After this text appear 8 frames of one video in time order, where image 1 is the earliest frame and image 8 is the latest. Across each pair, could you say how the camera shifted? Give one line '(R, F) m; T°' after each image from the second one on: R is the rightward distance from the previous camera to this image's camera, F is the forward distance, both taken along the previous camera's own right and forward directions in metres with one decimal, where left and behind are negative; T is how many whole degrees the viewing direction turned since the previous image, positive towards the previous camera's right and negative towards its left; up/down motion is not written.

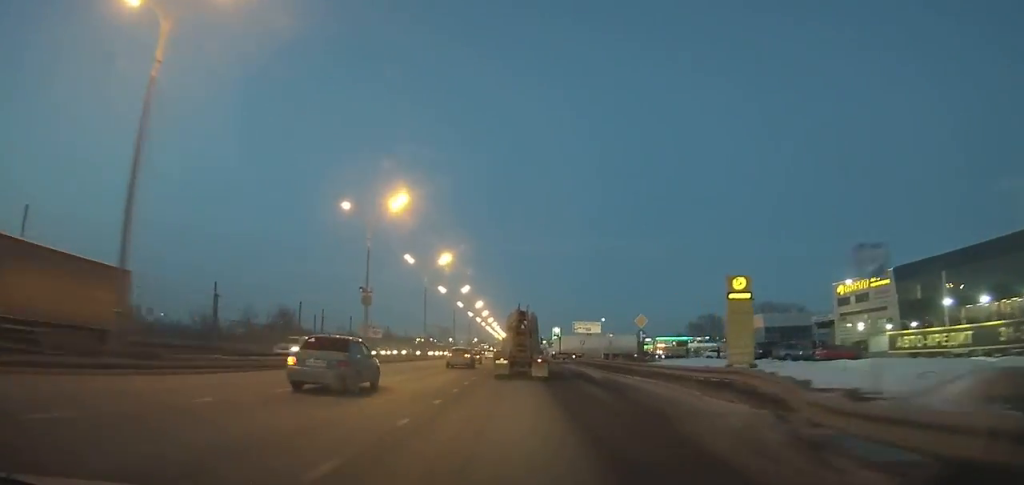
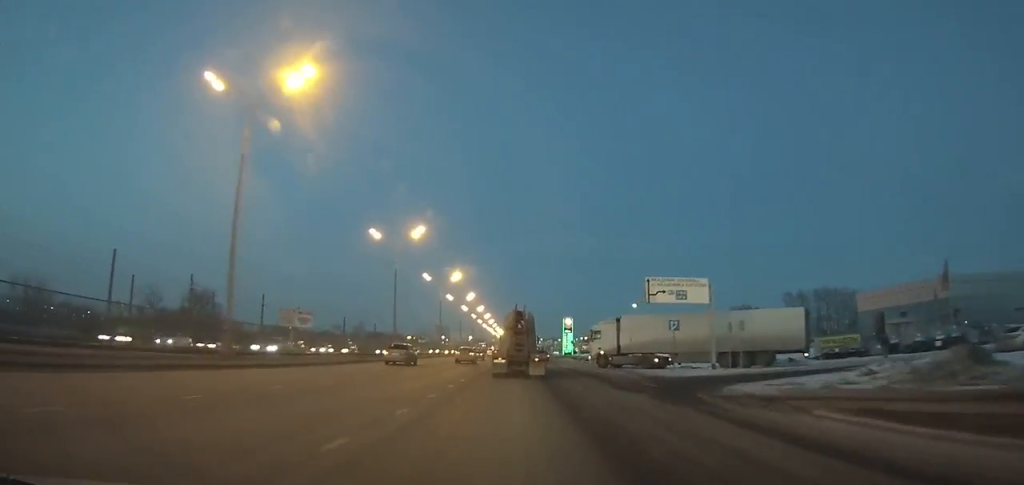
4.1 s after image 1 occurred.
(+0.5, +52.4) m; 0°
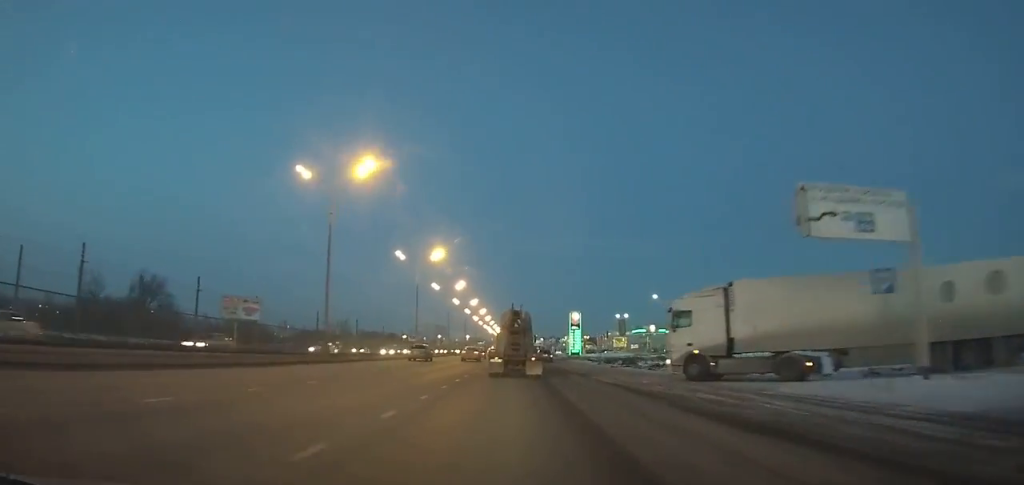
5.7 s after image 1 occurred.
(-0.1, +20.2) m; 0°
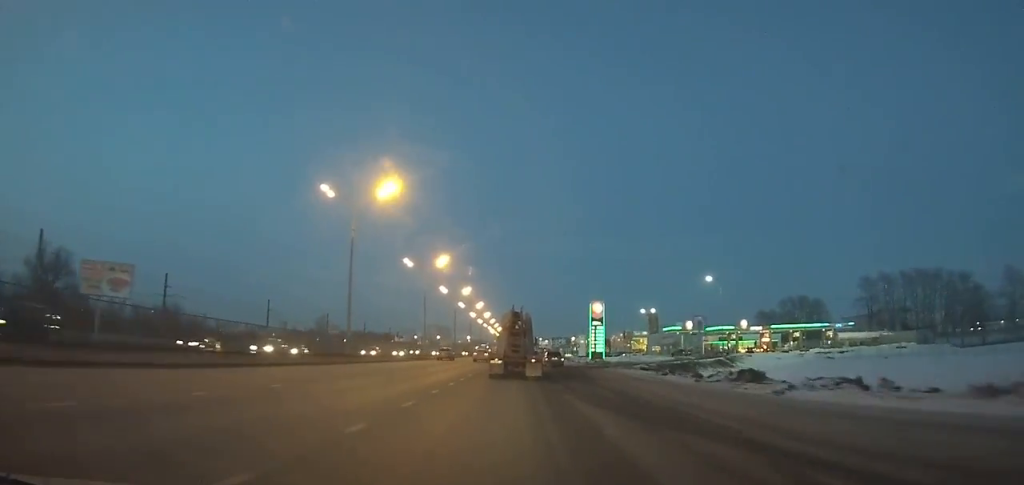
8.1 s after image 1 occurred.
(-0.1, +30.1) m; 0°
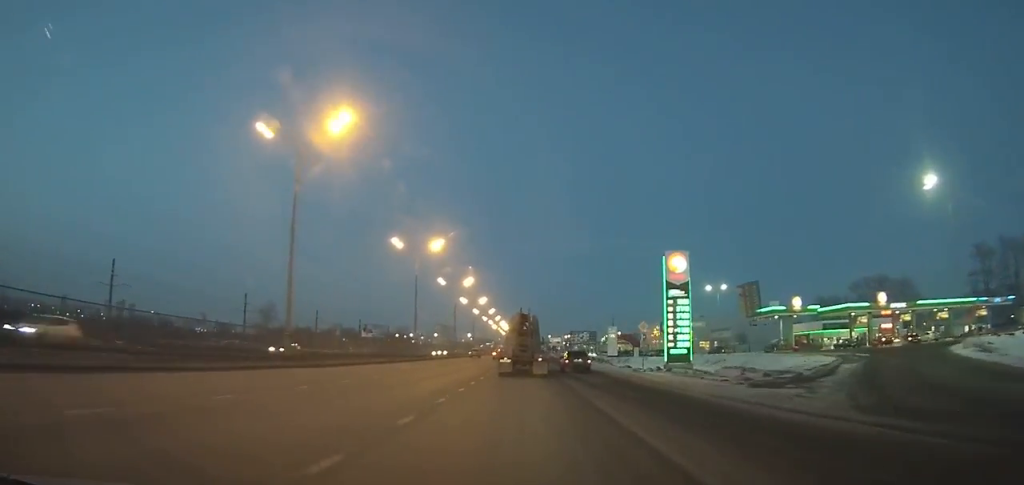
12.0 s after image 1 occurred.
(-0.1, +48.5) m; 0°
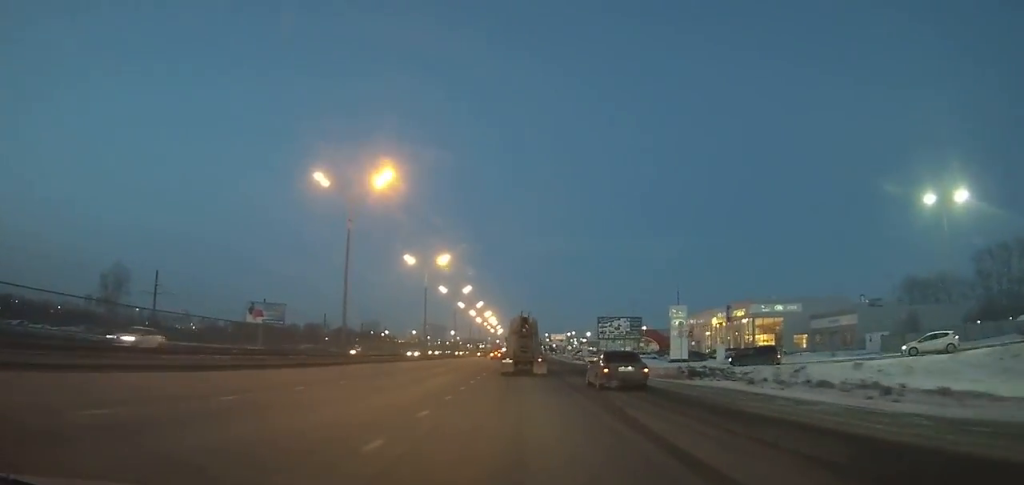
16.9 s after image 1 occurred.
(+0.3, +60.9) m; 0°
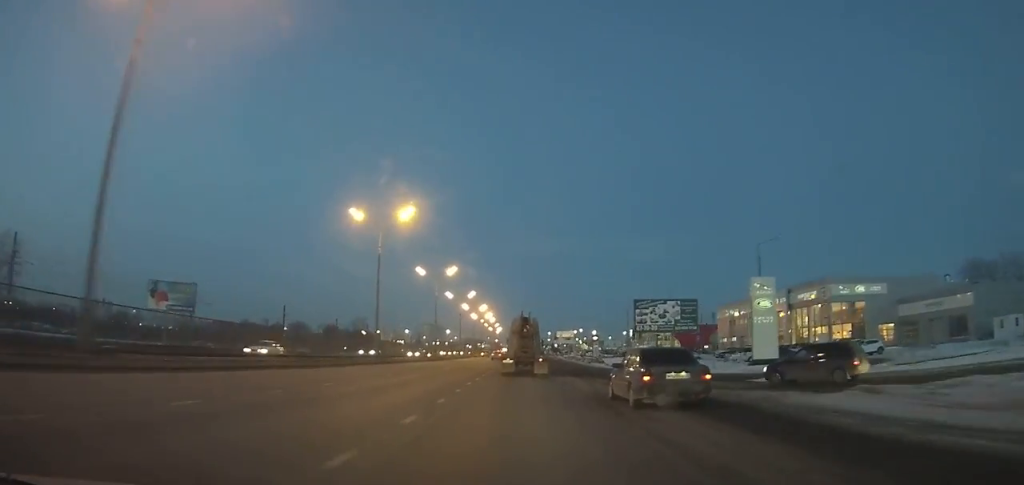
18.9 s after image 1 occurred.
(-0.1, +24.8) m; 0°
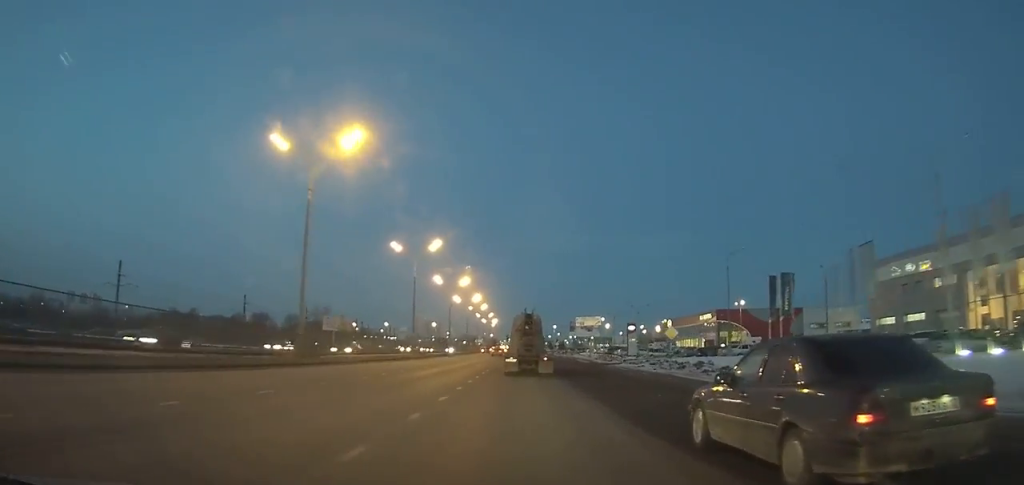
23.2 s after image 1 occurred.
(0.0, +51.8) m; 0°
